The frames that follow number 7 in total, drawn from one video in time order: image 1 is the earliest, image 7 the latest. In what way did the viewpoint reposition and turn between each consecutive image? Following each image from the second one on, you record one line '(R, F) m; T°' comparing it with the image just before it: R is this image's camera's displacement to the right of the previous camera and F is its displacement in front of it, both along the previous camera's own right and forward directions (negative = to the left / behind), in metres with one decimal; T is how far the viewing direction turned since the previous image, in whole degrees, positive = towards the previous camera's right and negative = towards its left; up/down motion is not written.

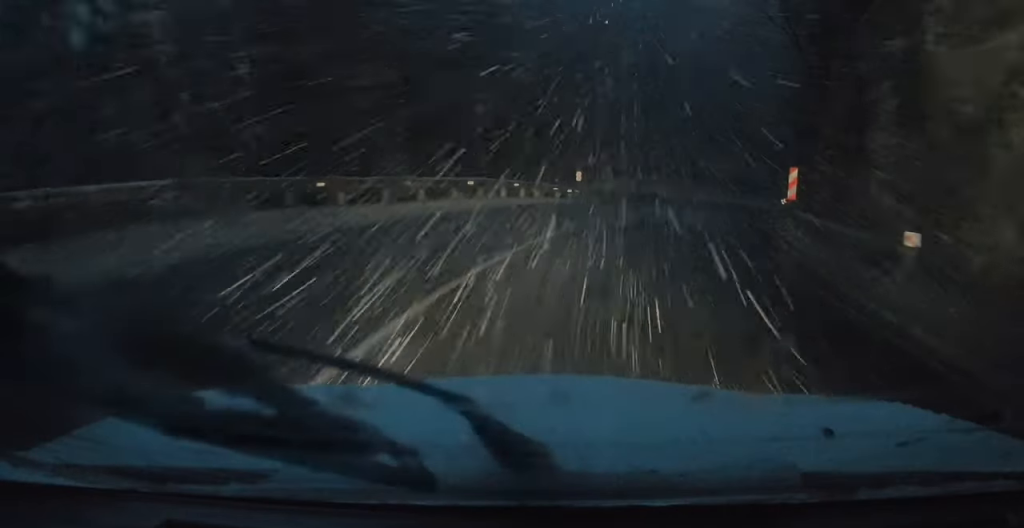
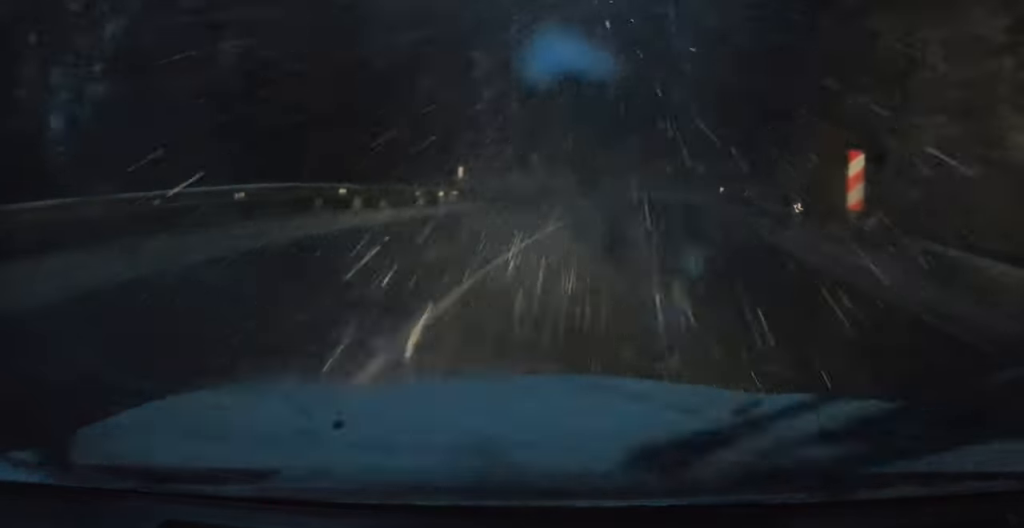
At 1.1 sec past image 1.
(+0.5, +9.8) m; +6°
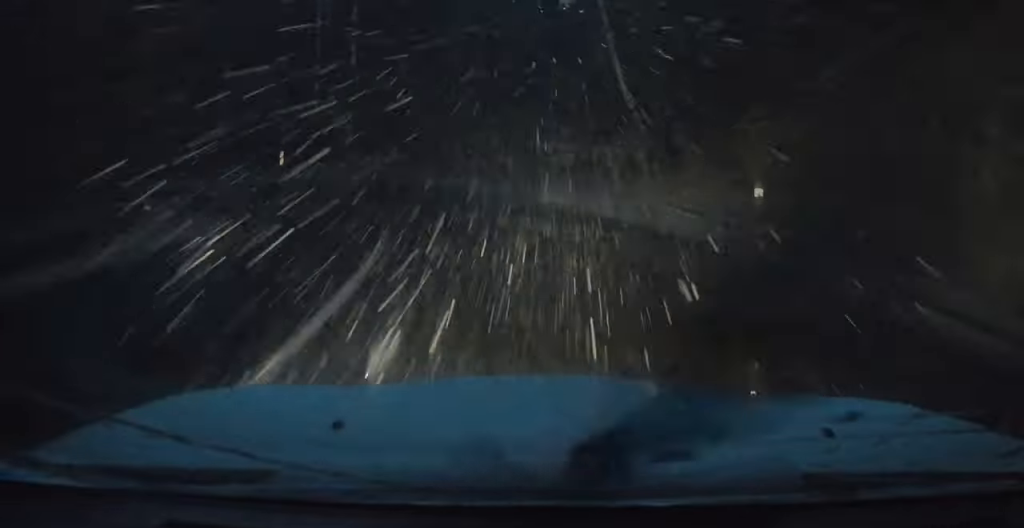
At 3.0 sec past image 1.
(+1.7, +16.5) m; +11°
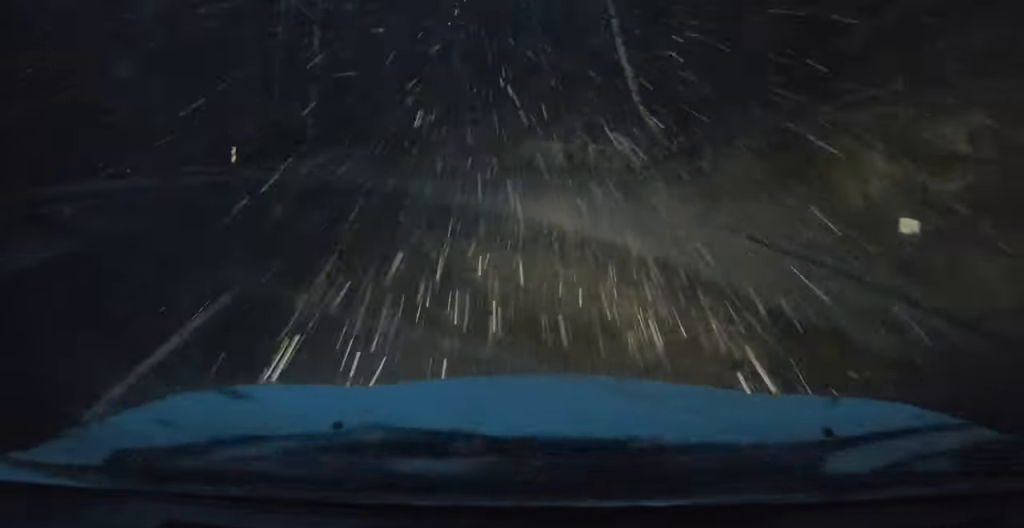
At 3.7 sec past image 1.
(+0.1, +5.5) m; +3°
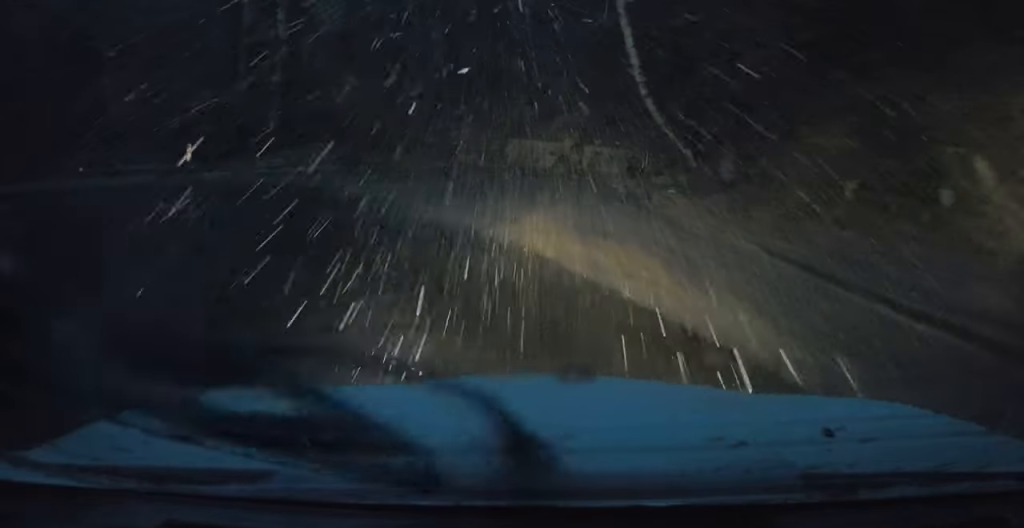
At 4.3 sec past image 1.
(+0.2, +4.1) m; +1°
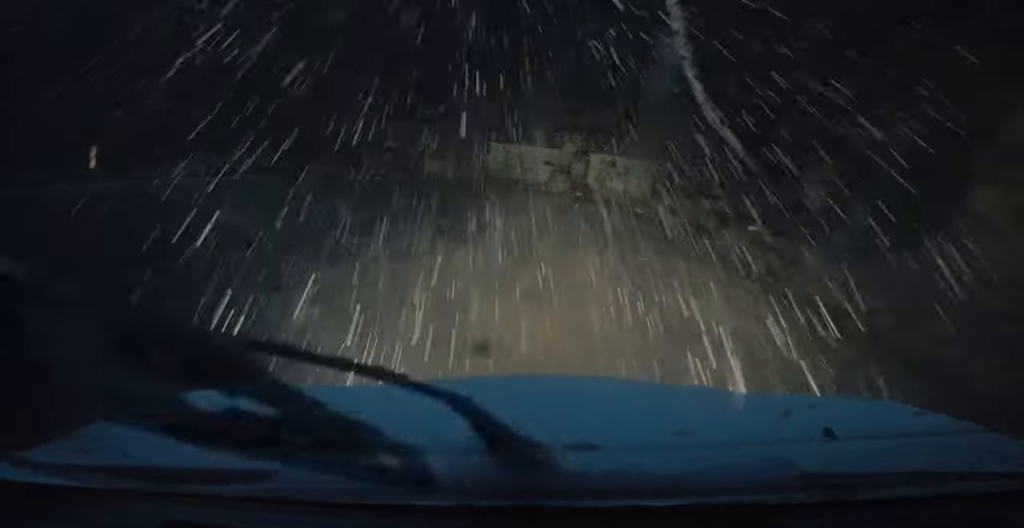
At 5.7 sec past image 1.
(-0.1, +8.6) m; -3°
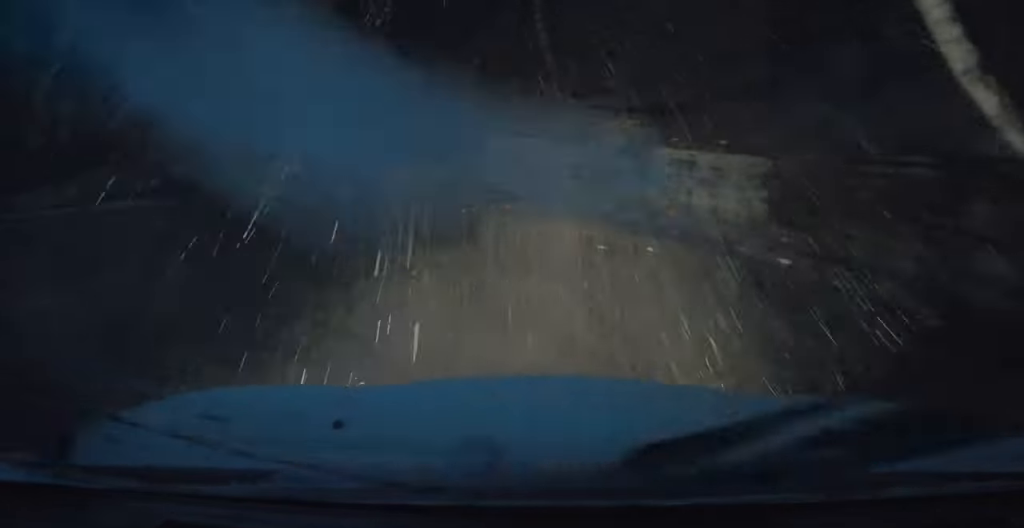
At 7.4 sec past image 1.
(-0.4, +8.5) m; -7°
